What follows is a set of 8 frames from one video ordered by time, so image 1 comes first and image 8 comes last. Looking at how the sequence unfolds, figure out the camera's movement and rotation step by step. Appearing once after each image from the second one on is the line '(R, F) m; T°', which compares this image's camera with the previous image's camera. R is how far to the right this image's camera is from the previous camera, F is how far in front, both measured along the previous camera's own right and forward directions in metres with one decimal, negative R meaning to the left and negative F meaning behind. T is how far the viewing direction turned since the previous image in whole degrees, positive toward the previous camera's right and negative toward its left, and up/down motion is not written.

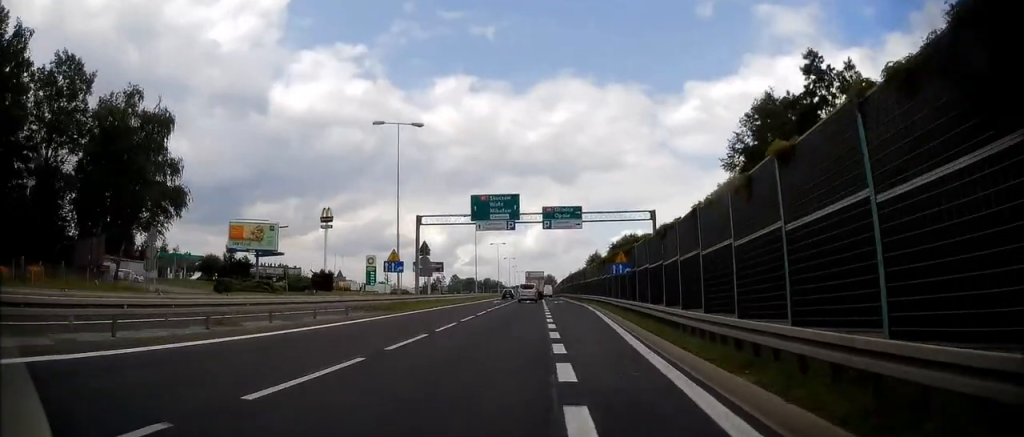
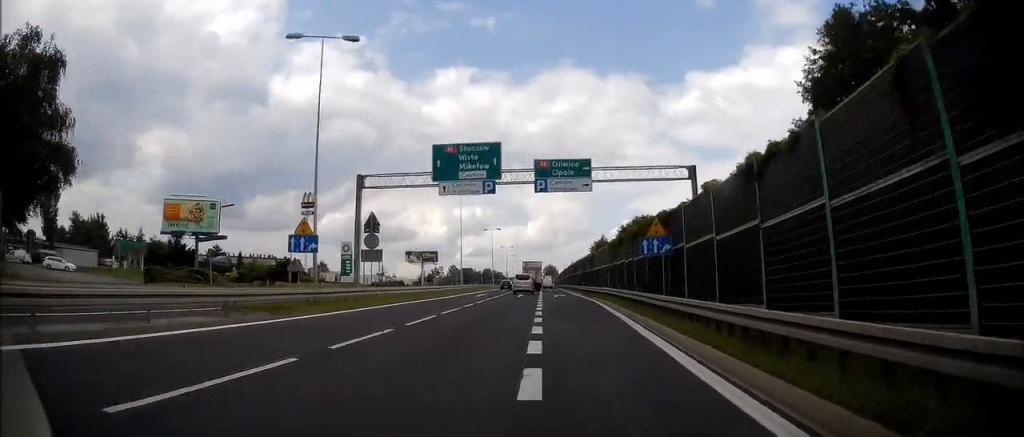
(0.0, +14.0) m; 0°
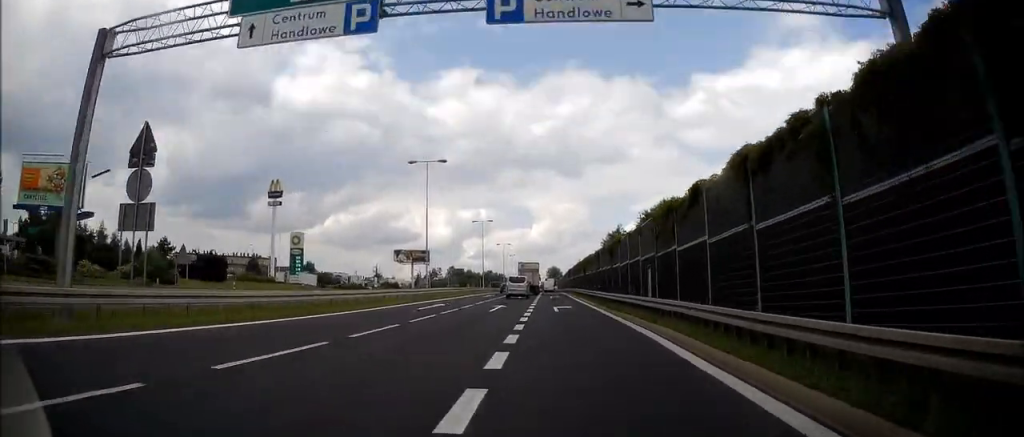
(0.0, +21.1) m; 0°
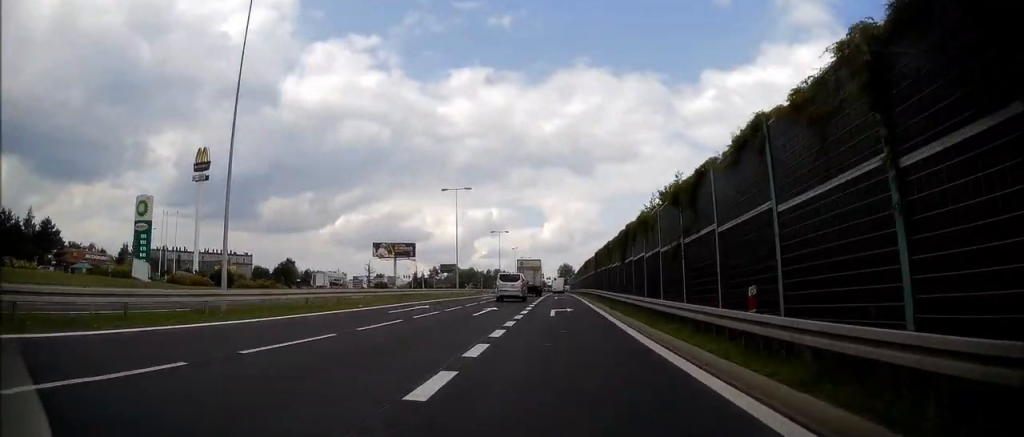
(-0.5, +34.6) m; -2°
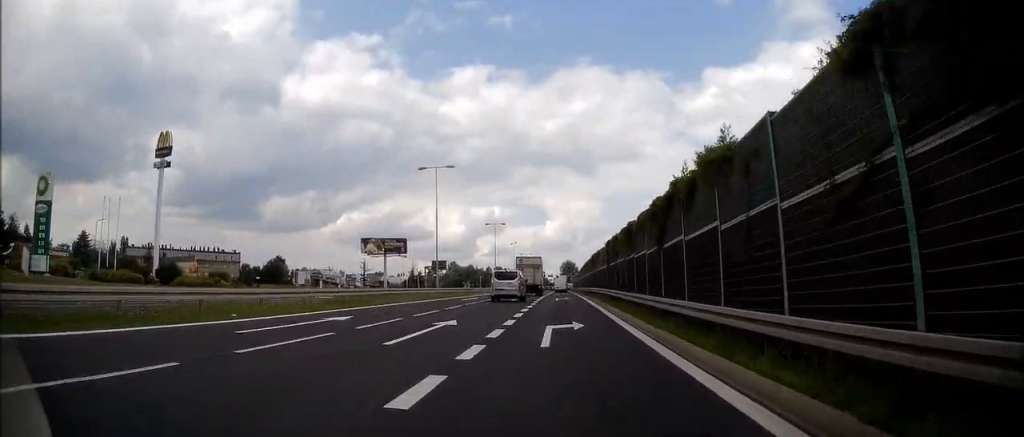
(-0.3, +12.3) m; 0°
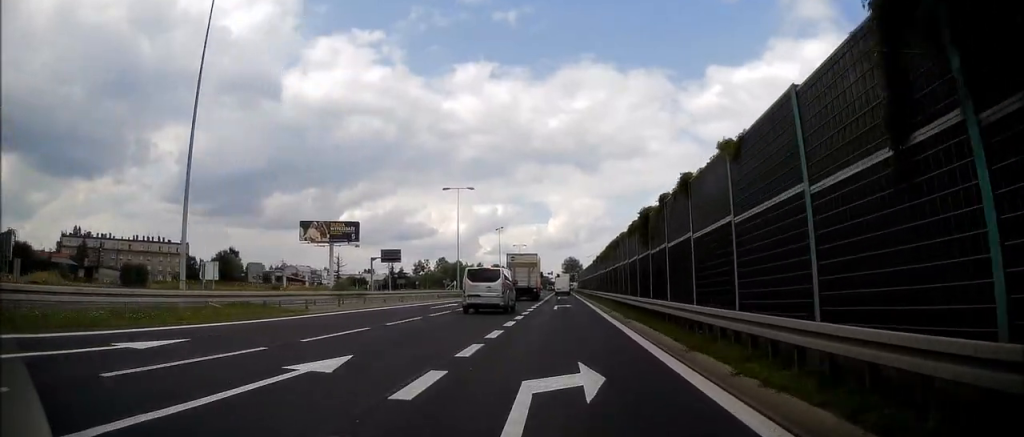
(+0.2, +39.3) m; 0°
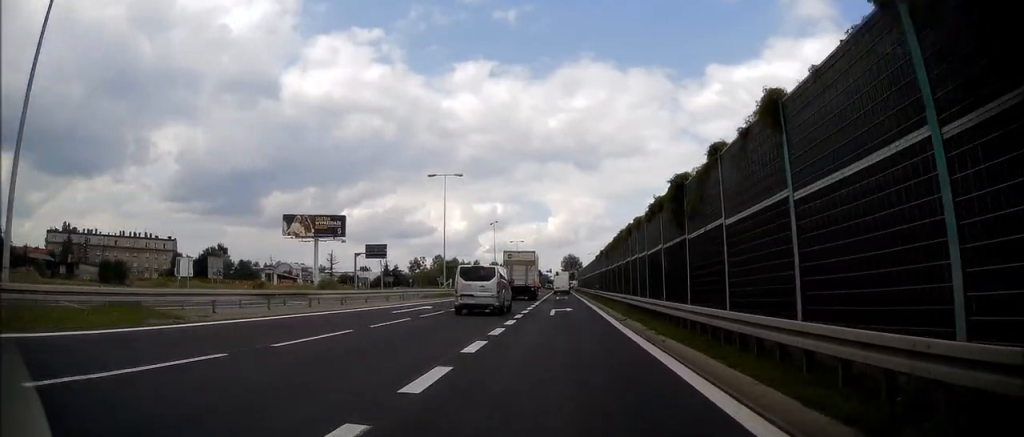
(+0.1, +7.4) m; 0°
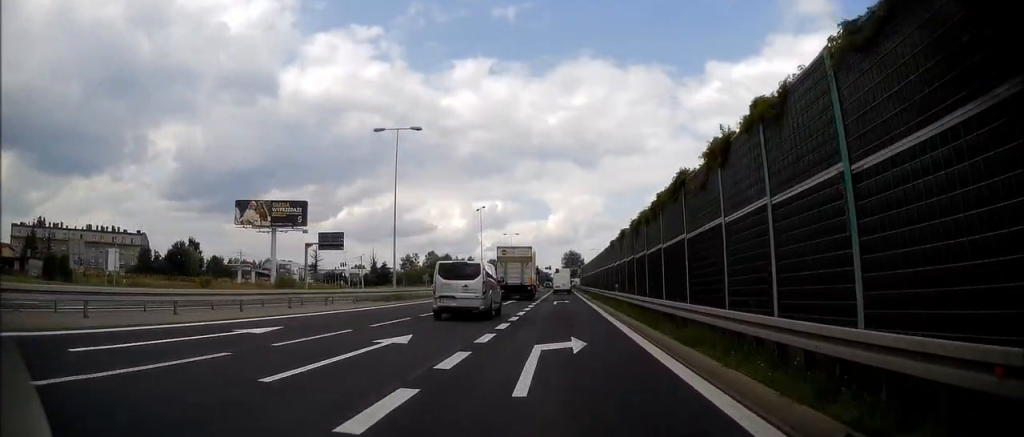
(0.0, +18.5) m; 0°
